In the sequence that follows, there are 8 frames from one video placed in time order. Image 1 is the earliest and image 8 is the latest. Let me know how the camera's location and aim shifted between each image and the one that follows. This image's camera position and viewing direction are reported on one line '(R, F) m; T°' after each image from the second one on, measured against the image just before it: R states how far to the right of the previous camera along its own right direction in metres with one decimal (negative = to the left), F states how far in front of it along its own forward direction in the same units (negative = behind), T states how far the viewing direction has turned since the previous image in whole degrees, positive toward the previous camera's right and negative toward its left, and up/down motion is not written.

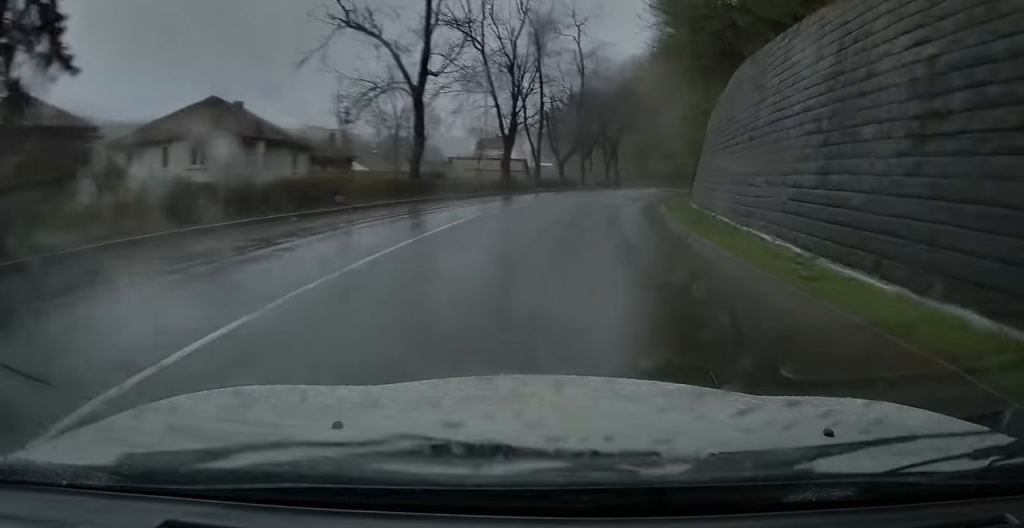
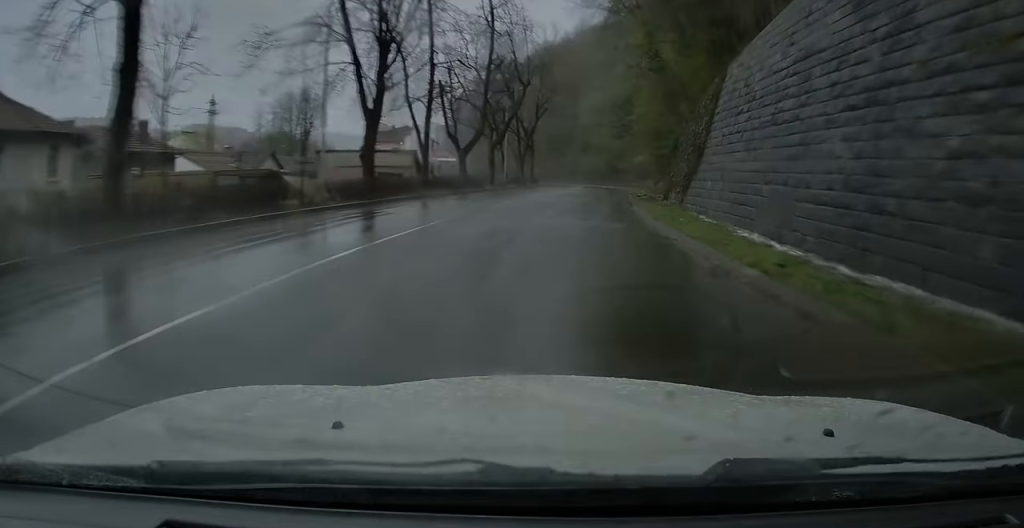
(+1.3, +17.6) m; +6°
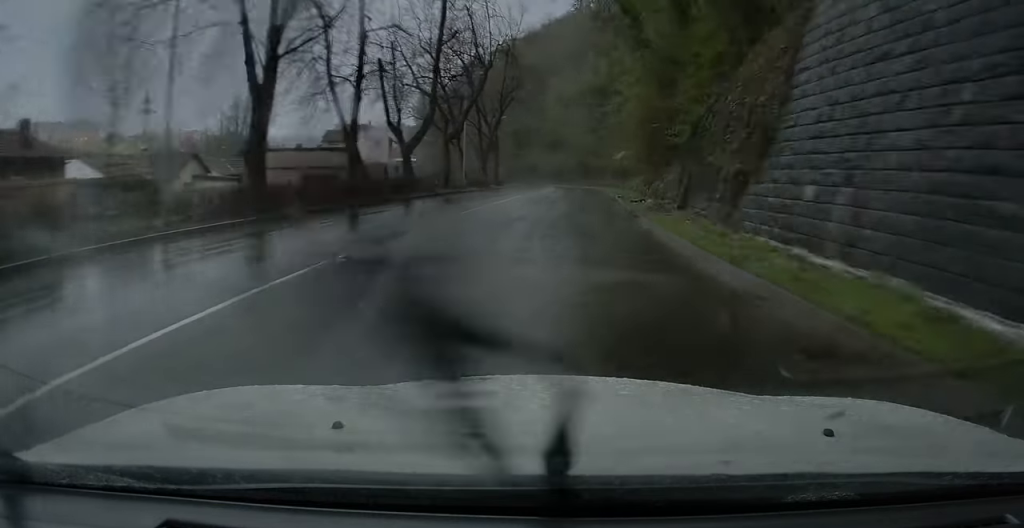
(-0.1, +8.8) m; +2°
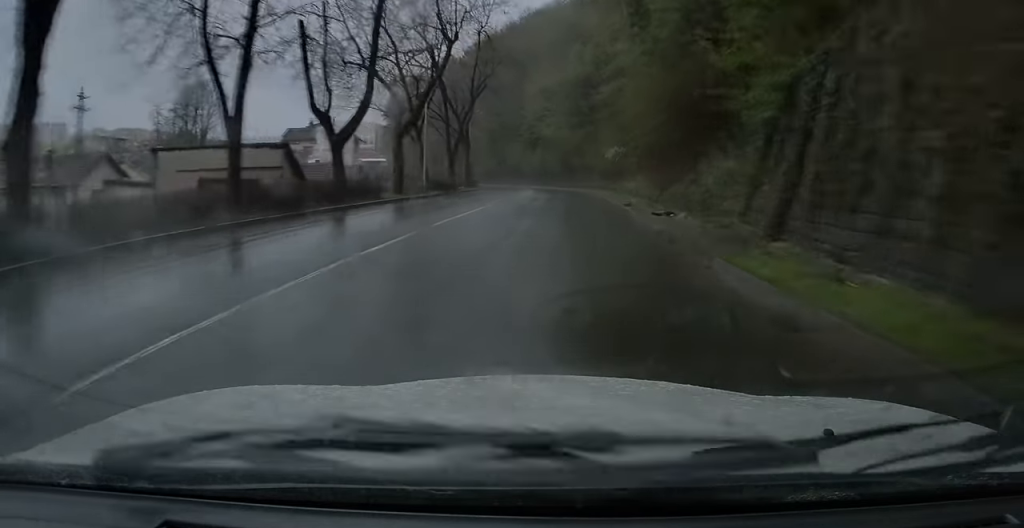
(+0.5, +9.5) m; +2°
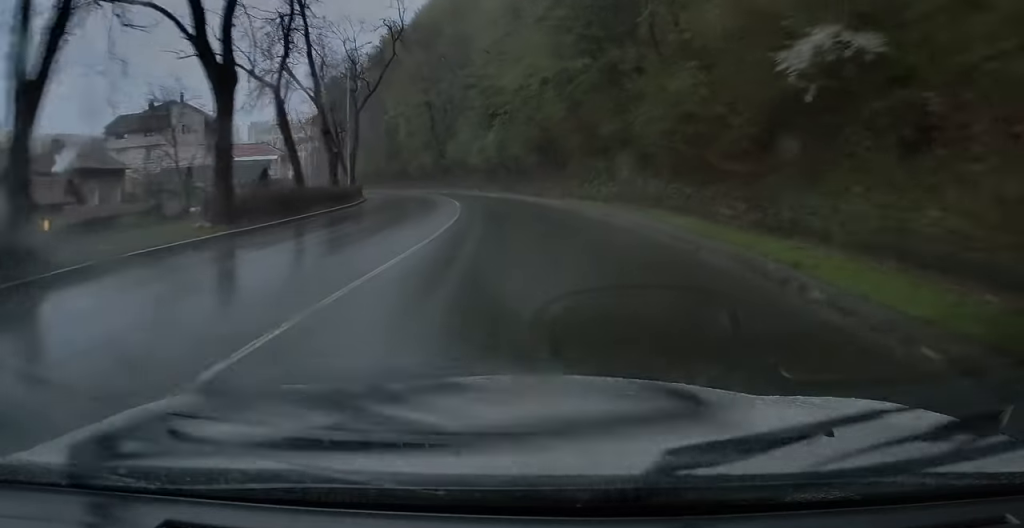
(+1.6, +42.6) m; +1°
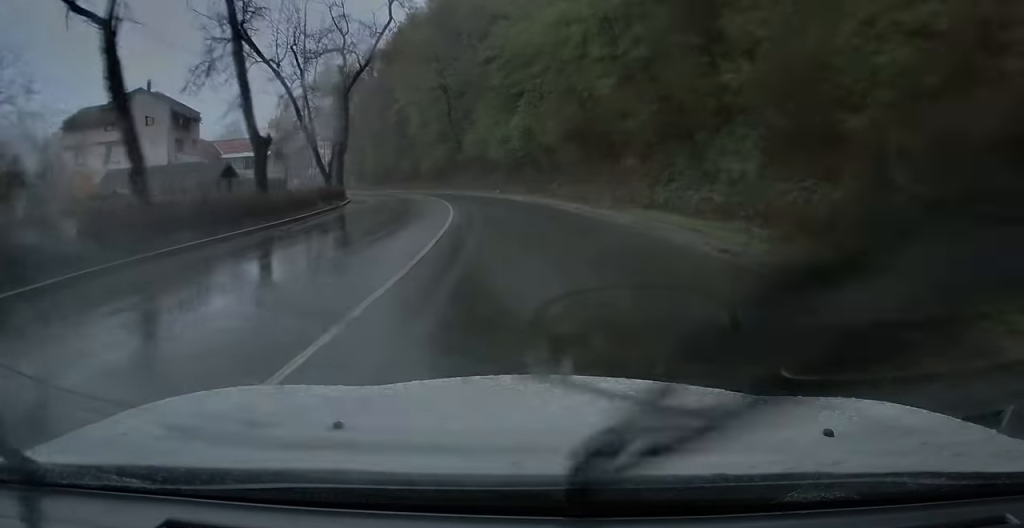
(-0.2, +12.6) m; -4°
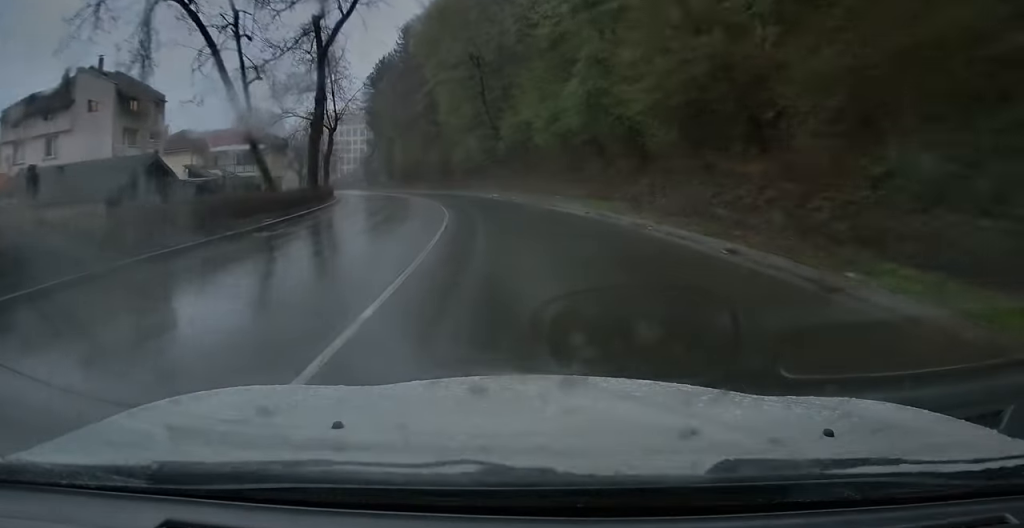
(-0.7, +14.9) m; -6°
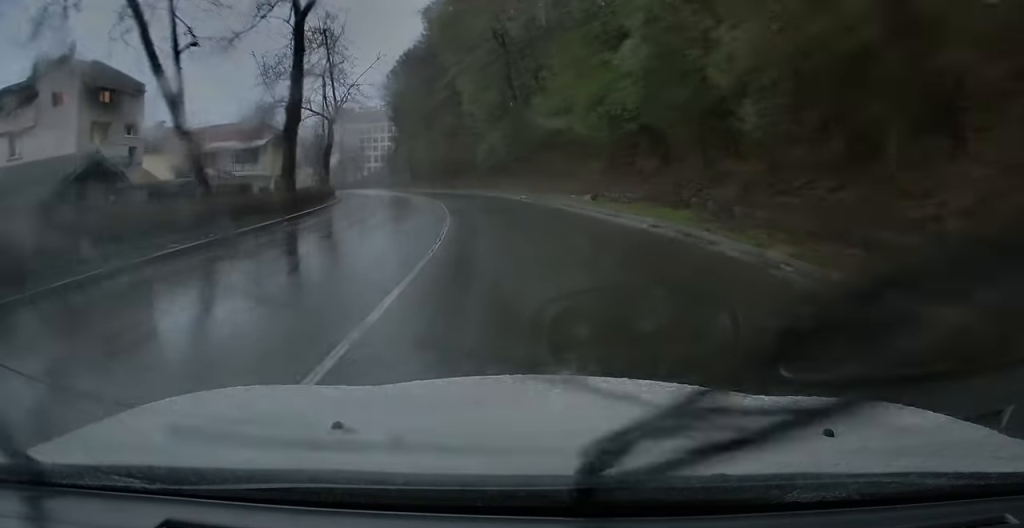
(-0.4, +7.1) m; -2°
